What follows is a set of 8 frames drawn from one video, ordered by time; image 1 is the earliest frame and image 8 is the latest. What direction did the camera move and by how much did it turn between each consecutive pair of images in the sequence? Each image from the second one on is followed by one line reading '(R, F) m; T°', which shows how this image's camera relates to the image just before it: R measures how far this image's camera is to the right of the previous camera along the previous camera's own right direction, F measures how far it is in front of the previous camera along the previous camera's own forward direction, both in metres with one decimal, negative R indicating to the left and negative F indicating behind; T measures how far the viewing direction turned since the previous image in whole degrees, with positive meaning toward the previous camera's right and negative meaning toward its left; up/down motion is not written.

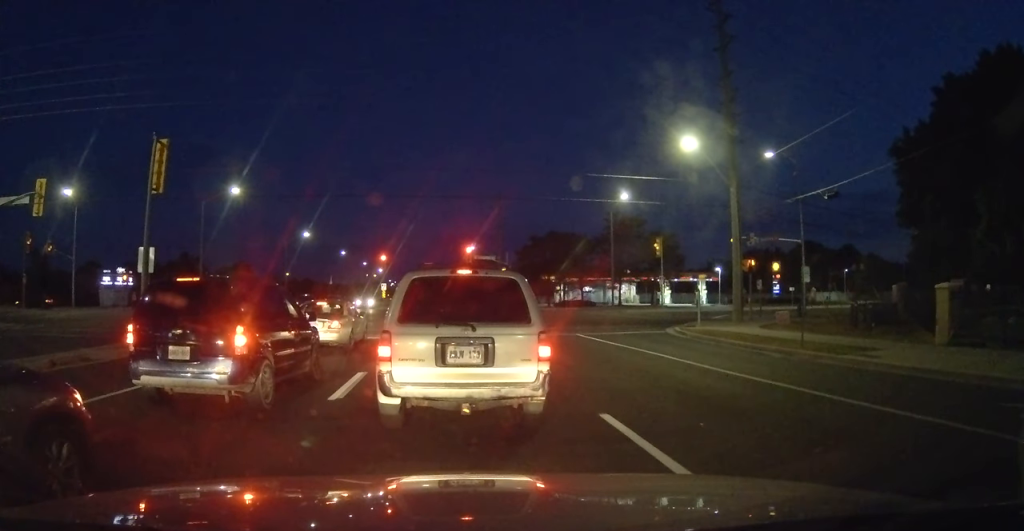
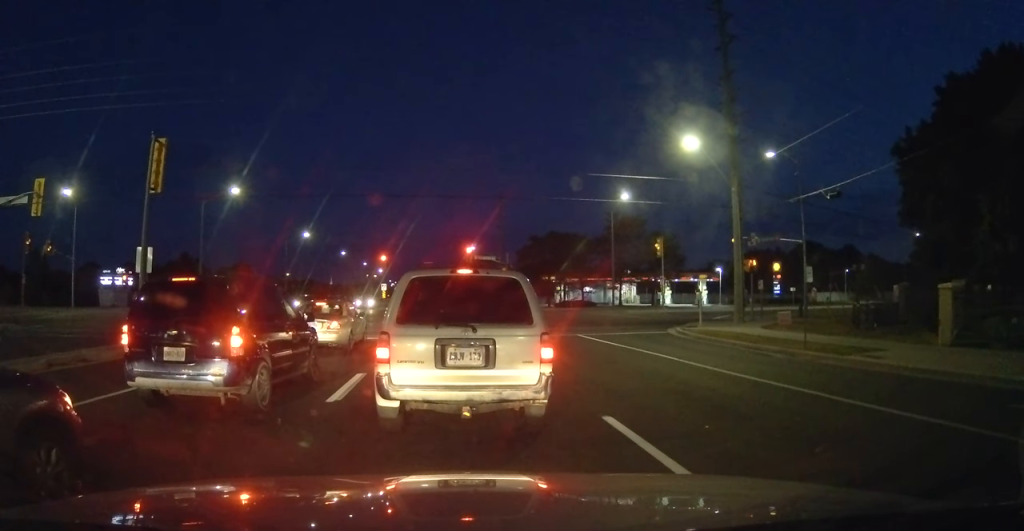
(+0.1, +0.2) m; 0°
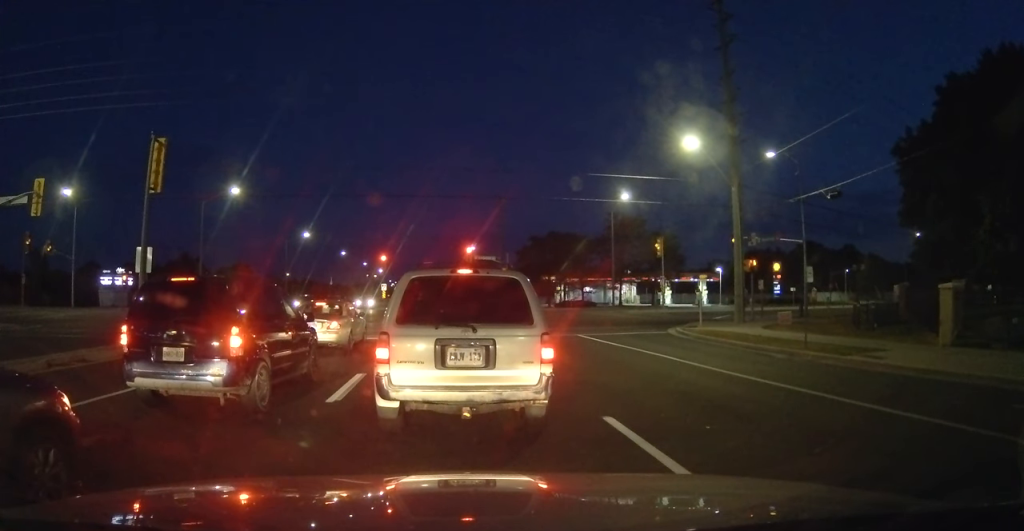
(+0.1, +0.1) m; 0°
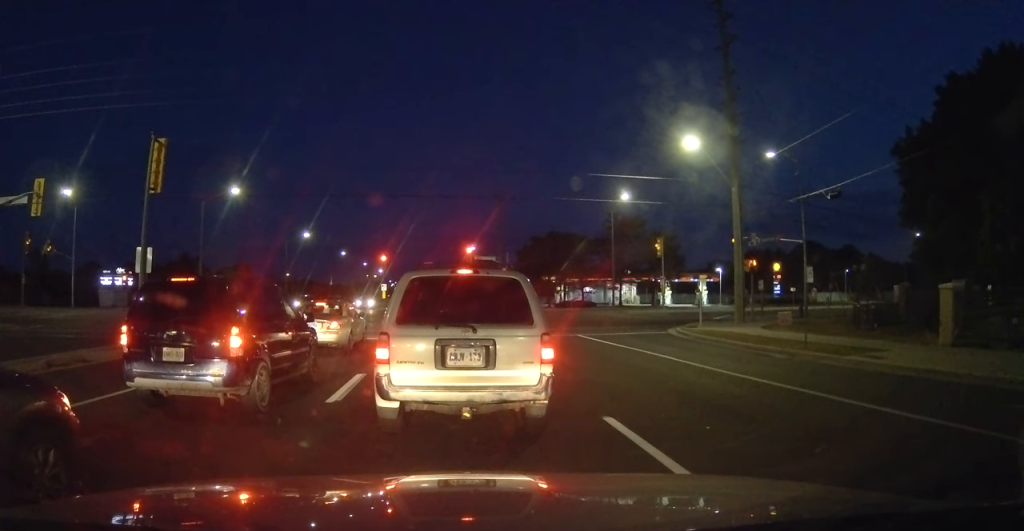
(+0.1, +0.1) m; 0°
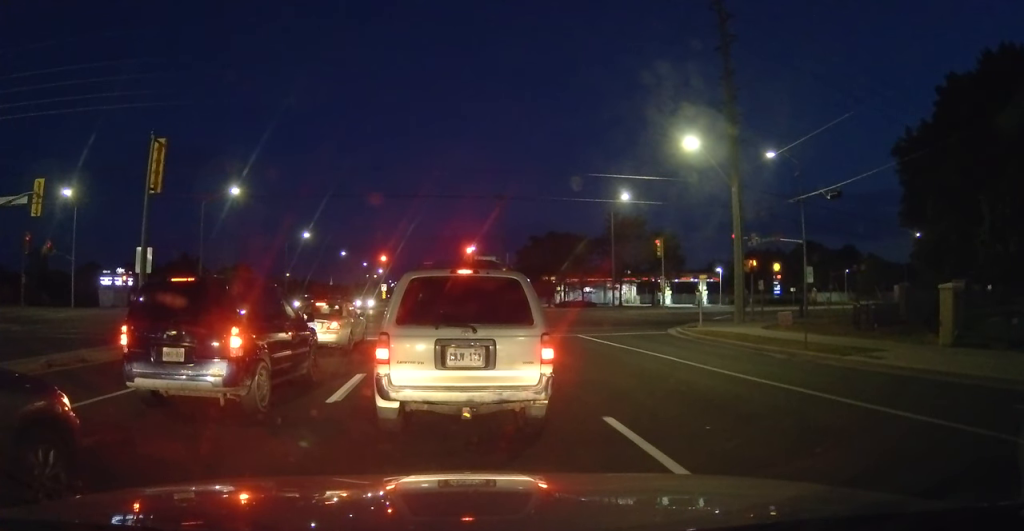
(+0.2, +0.2) m; 0°
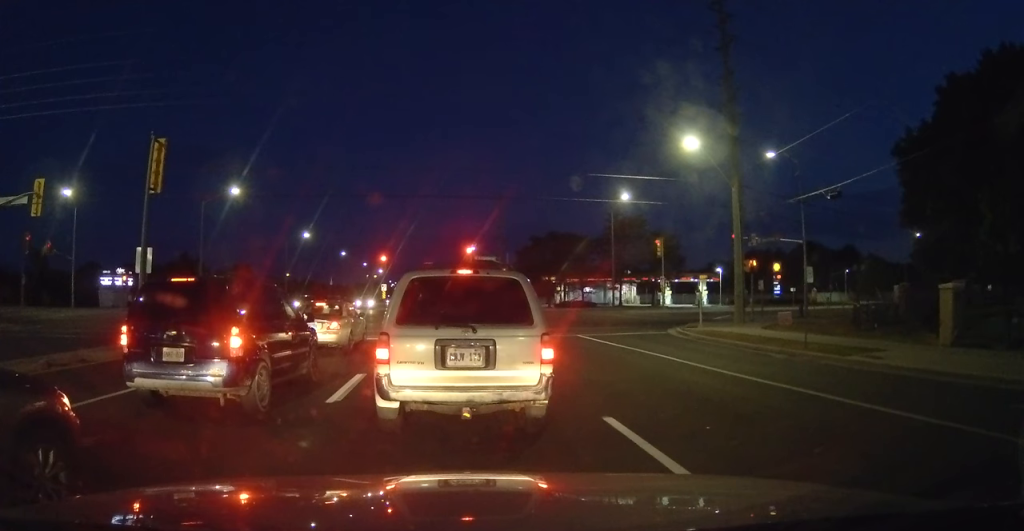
(+0.1, +0.1) m; 0°
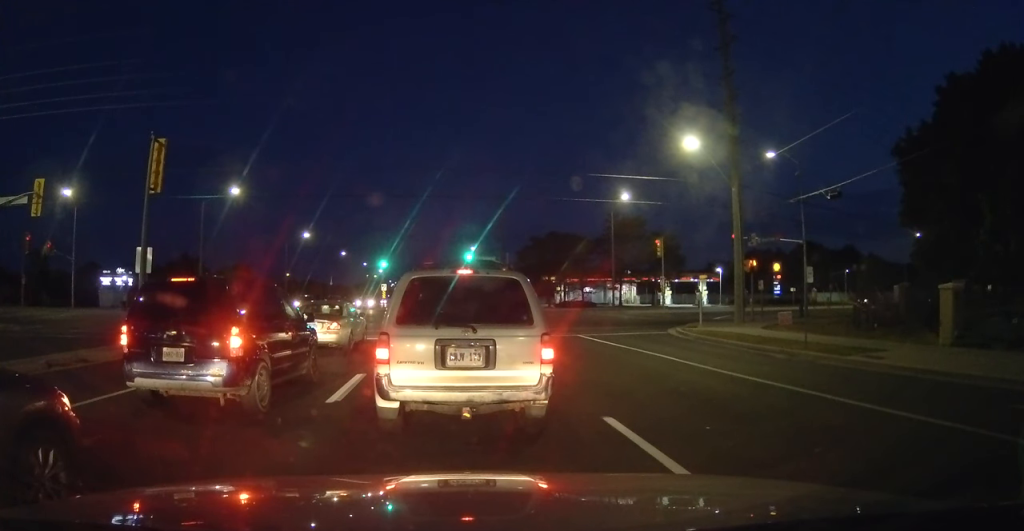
(+0.2, +0.2) m; 0°
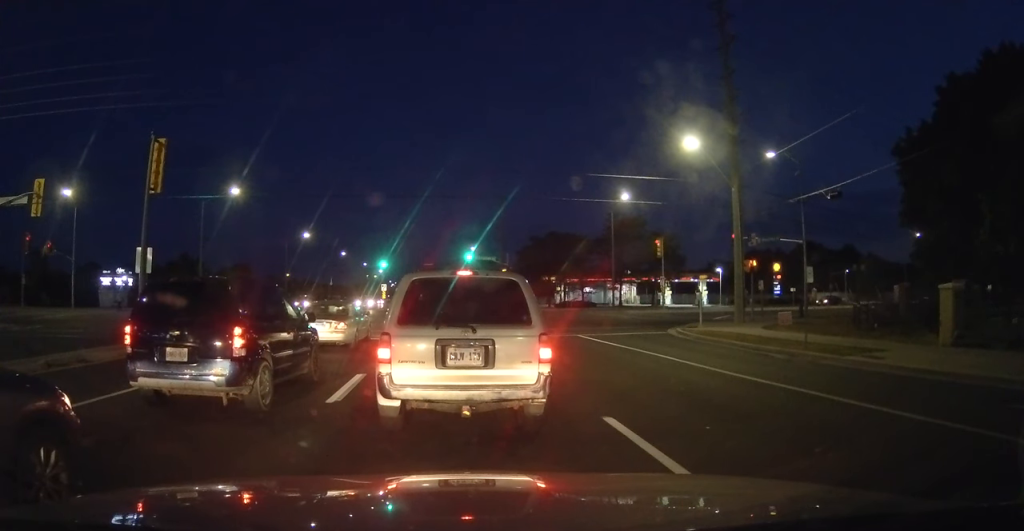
(+0.1, +0.1) m; 0°
